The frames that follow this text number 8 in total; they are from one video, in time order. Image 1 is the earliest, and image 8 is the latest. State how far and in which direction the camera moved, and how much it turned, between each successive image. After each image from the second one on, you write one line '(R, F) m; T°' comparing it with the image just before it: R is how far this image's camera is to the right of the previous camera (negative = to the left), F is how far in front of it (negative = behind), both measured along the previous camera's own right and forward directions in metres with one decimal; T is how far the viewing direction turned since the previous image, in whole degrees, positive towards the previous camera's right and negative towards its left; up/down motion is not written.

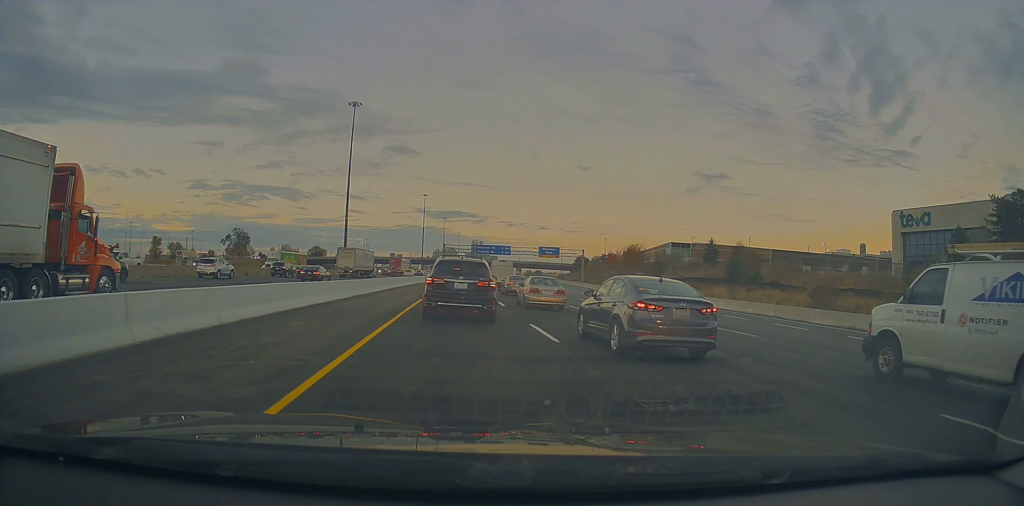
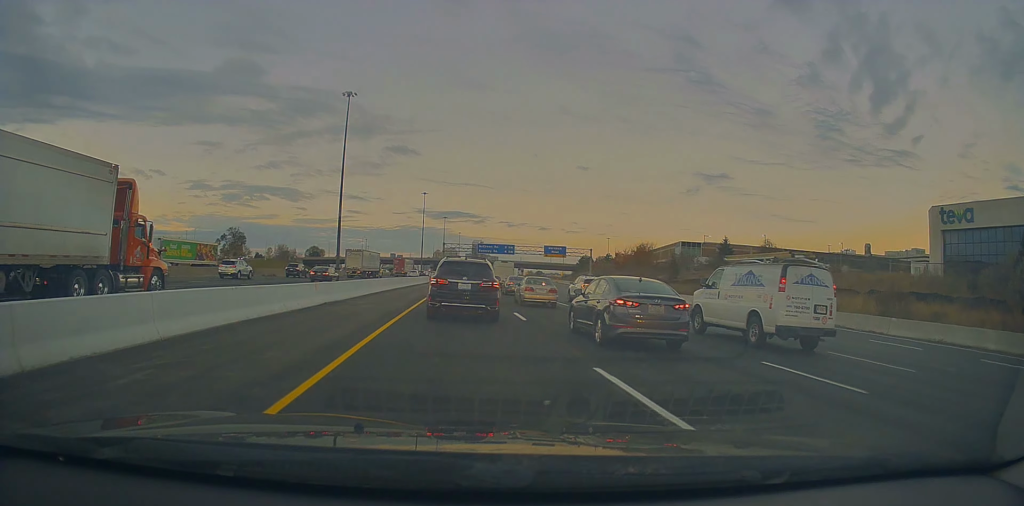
(+0.1, +7.2) m; -1°
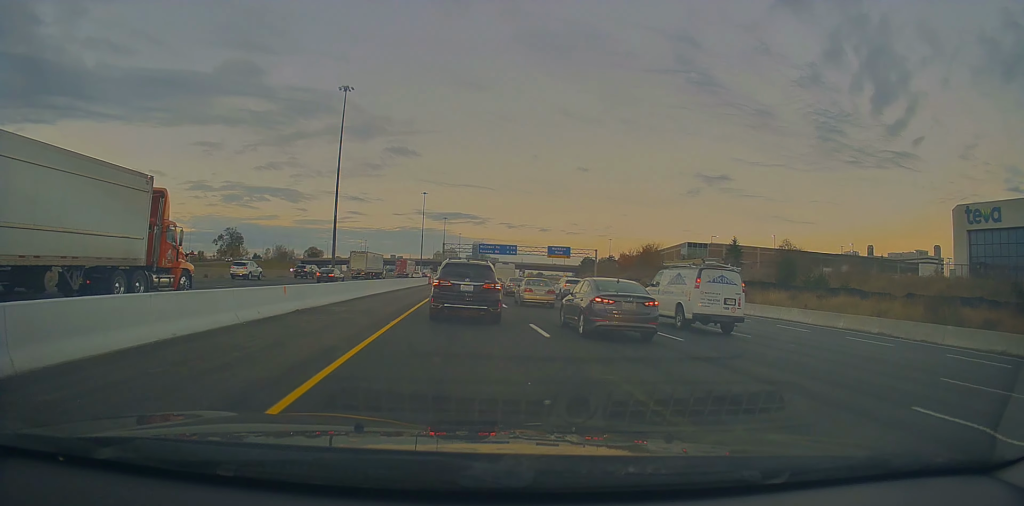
(-0.1, +4.1) m; +1°
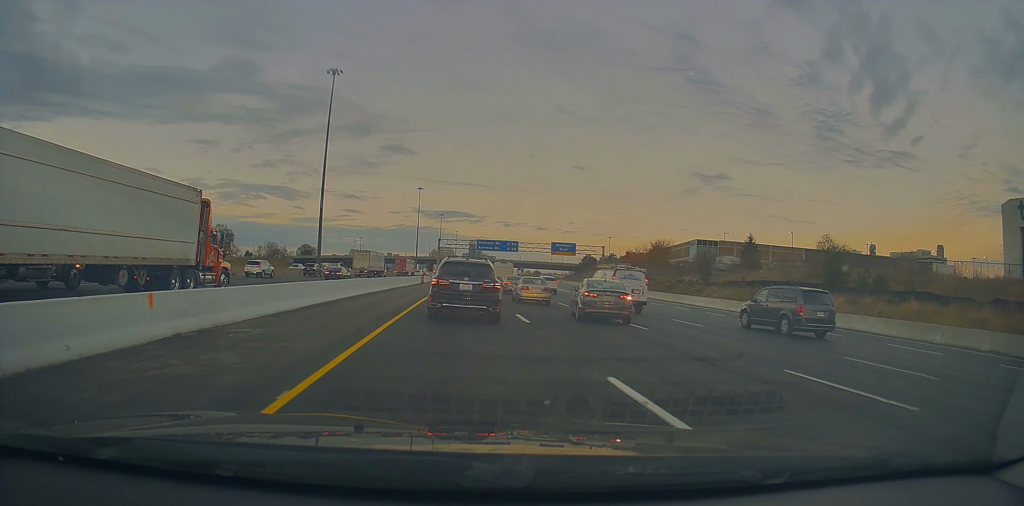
(-0.1, +8.4) m; -4°
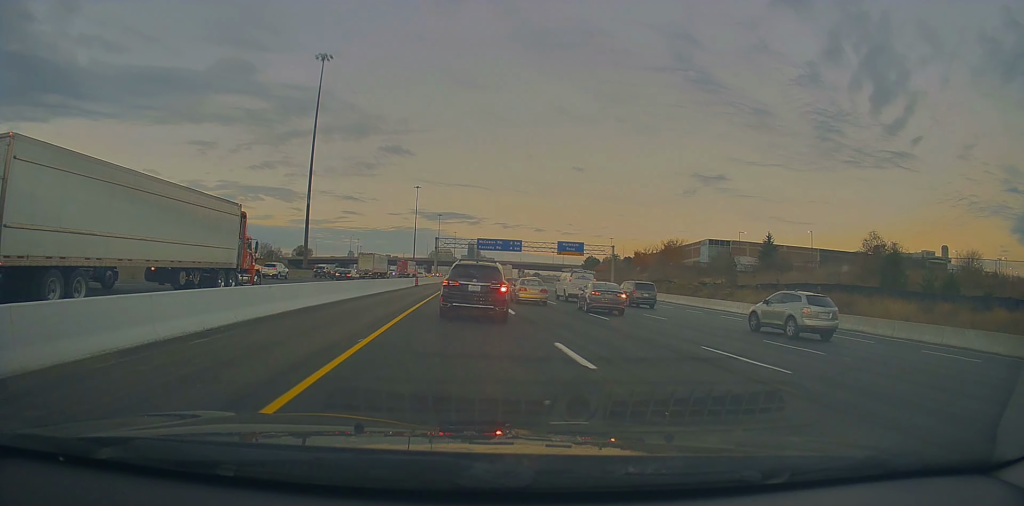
(0.0, +8.2) m; +1°
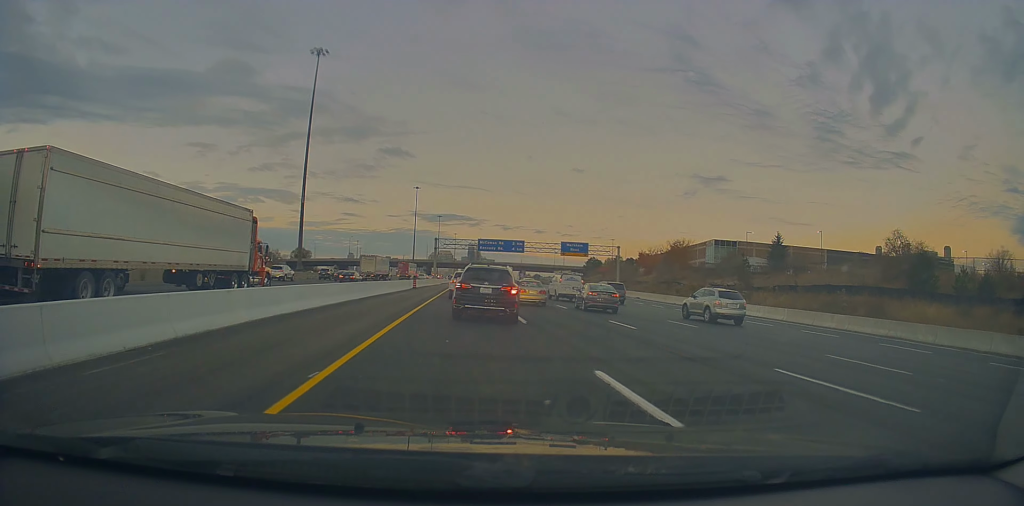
(-0.1, +3.6) m; +1°
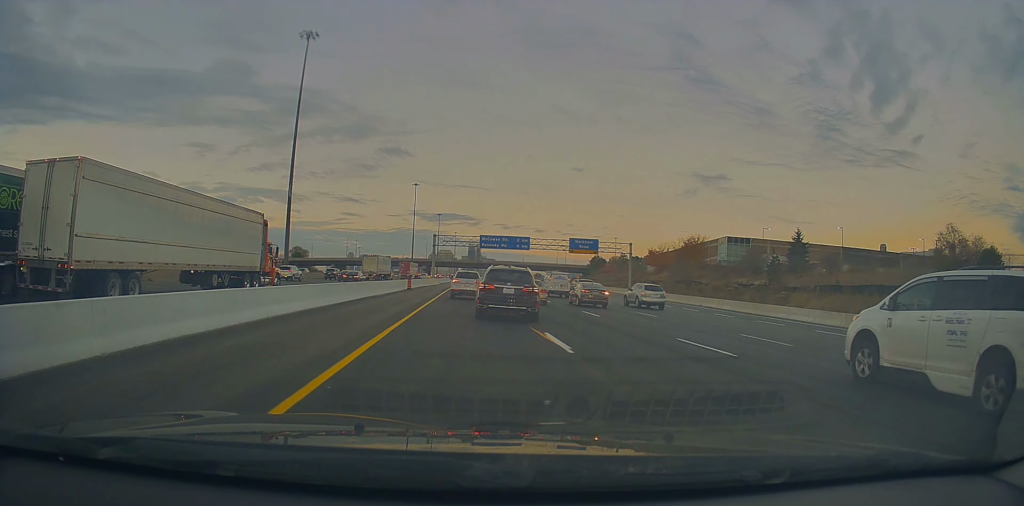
(0.0, +6.8) m; +2°
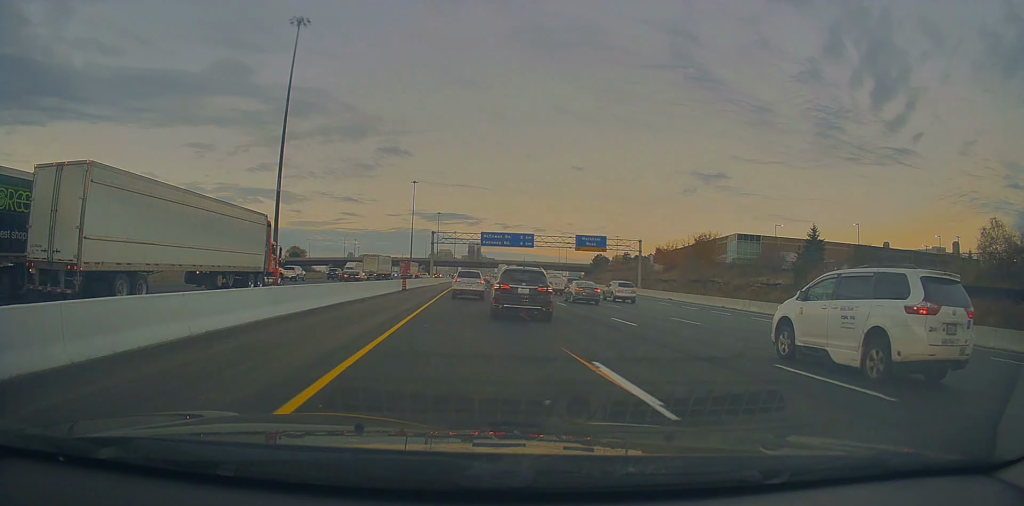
(+0.1, +5.0) m; +2°
